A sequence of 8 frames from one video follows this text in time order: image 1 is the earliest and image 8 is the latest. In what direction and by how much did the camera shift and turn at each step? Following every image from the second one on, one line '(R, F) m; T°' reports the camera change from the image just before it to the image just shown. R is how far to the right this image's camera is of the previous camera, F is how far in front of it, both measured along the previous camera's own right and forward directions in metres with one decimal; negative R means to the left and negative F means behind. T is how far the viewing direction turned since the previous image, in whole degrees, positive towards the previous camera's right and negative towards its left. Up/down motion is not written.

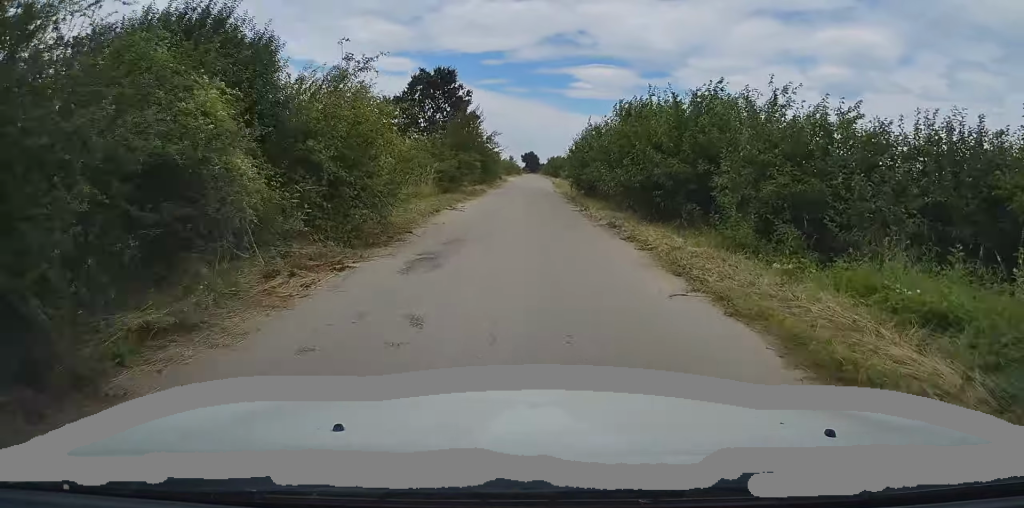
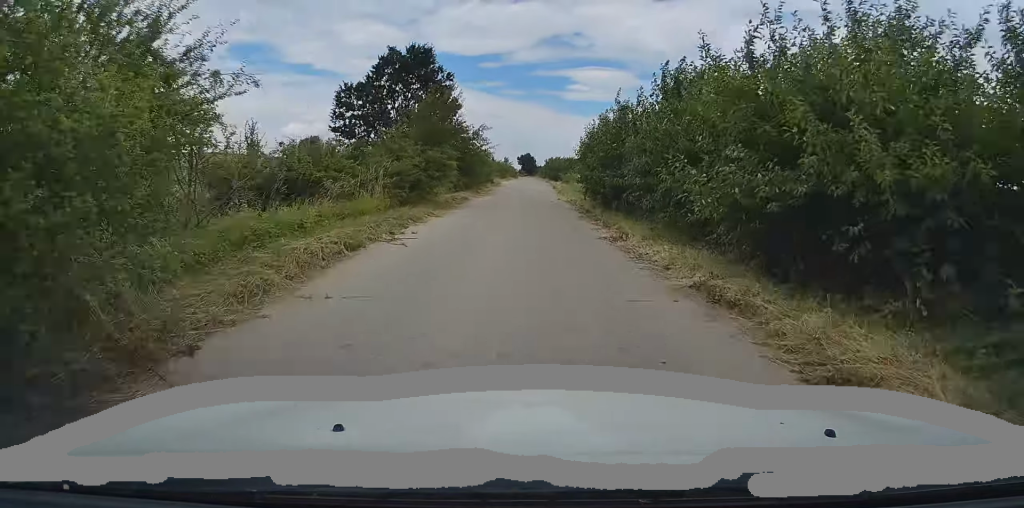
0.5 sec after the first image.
(+0.1, +8.4) m; 0°
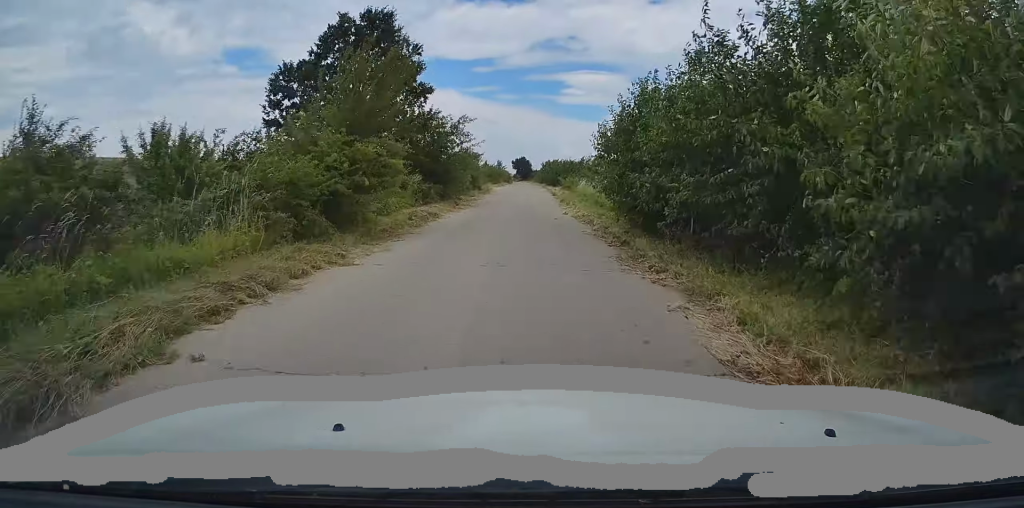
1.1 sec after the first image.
(0.0, +8.3) m; 0°
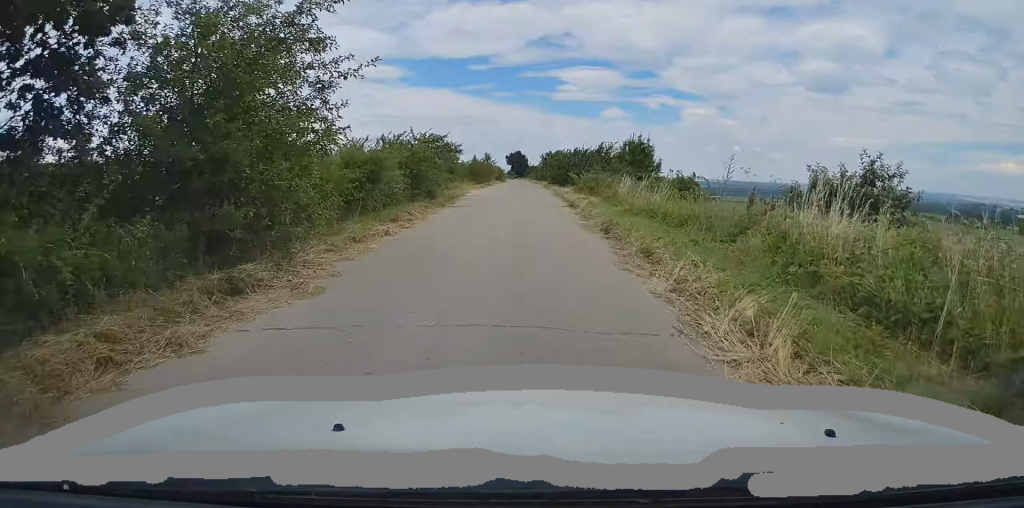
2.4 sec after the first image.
(0.0, +20.0) m; 0°
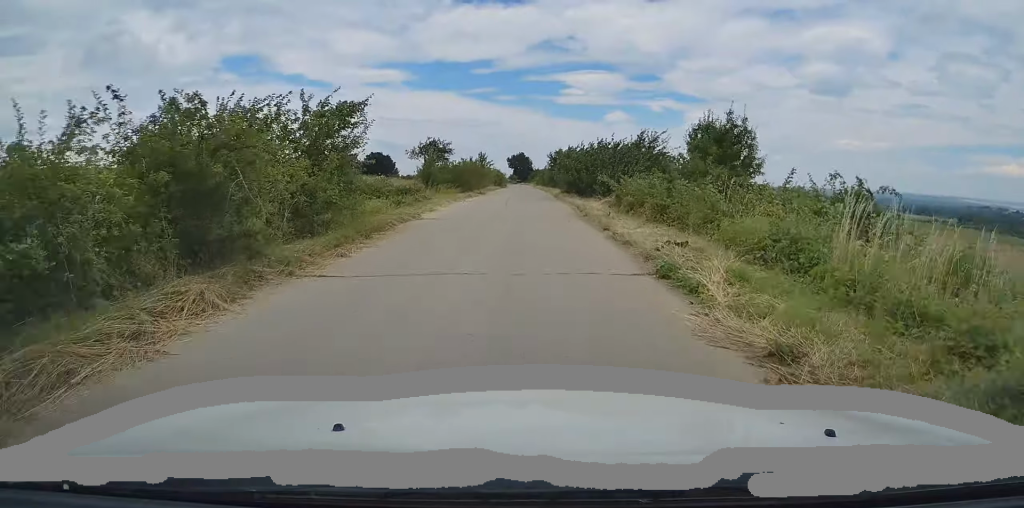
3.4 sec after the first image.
(+0.1, +15.2) m; 0°
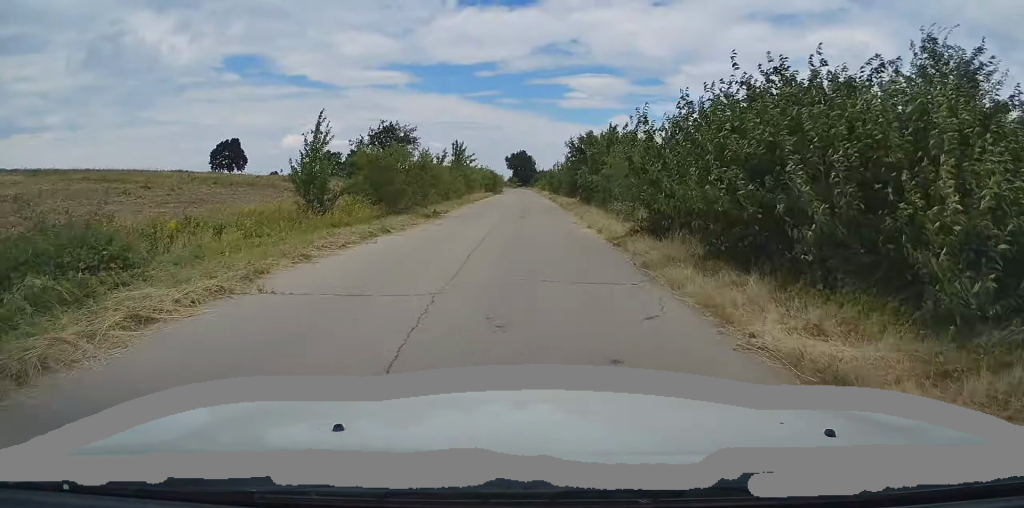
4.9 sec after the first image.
(0.0, +23.4) m; -1°
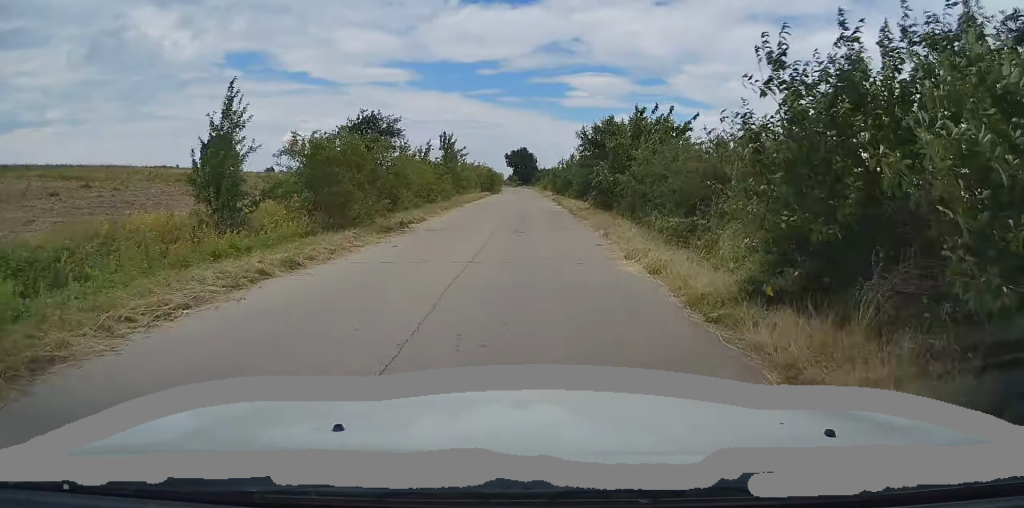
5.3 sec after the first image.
(-0.1, +6.1) m; 0°
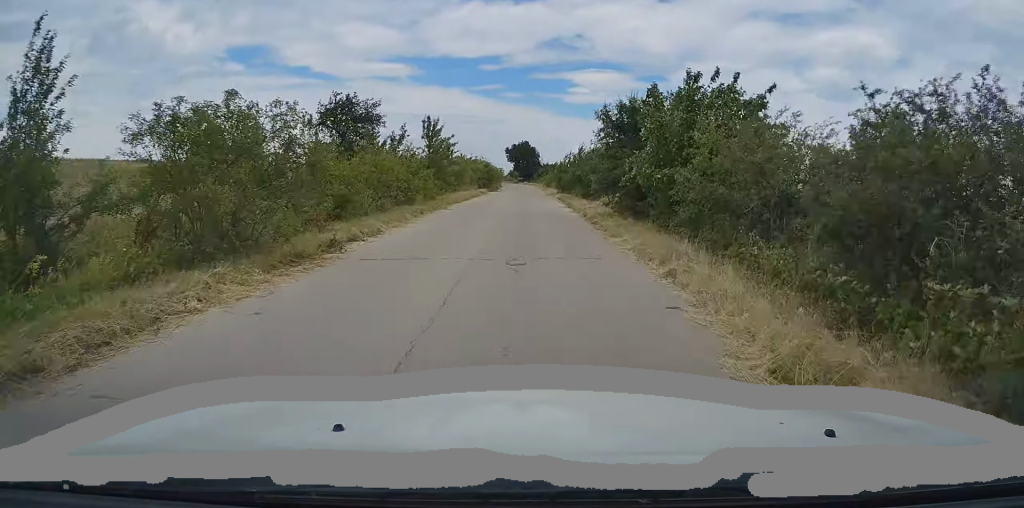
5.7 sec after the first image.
(0.0, +6.1) m; 0°
